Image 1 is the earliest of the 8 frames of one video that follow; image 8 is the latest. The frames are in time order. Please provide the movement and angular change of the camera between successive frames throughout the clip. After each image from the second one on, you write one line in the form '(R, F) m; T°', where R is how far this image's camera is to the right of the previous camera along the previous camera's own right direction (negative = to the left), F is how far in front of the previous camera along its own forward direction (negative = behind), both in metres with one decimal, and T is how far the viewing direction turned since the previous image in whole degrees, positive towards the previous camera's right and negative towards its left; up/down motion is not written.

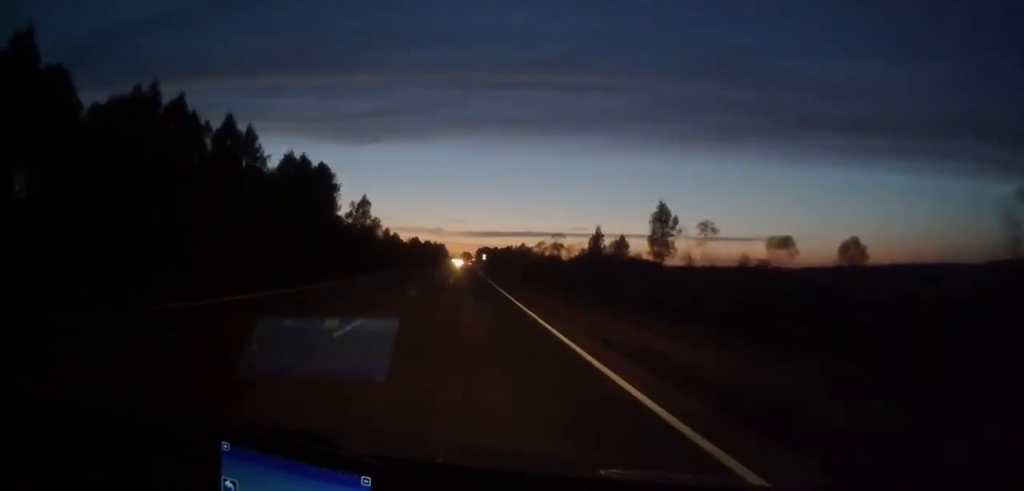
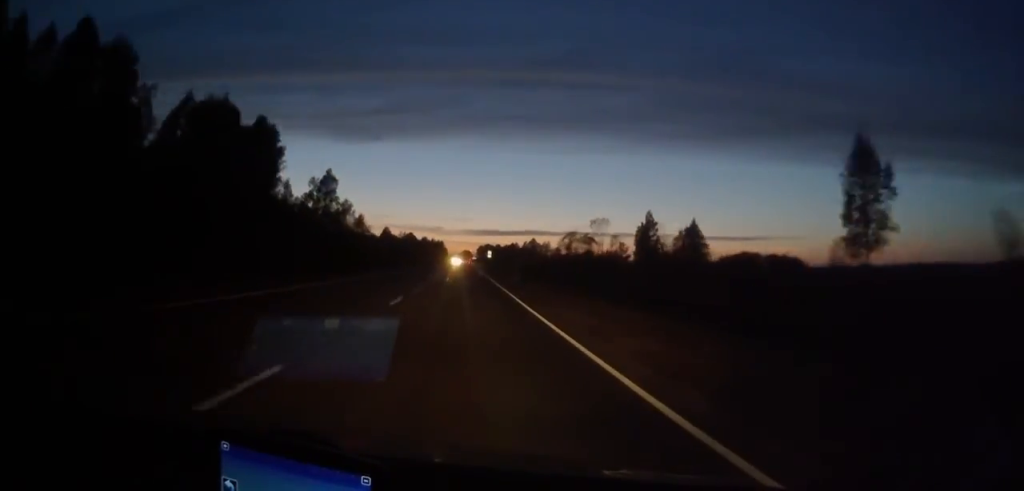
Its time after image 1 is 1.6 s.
(-0.2, +41.2) m; 0°
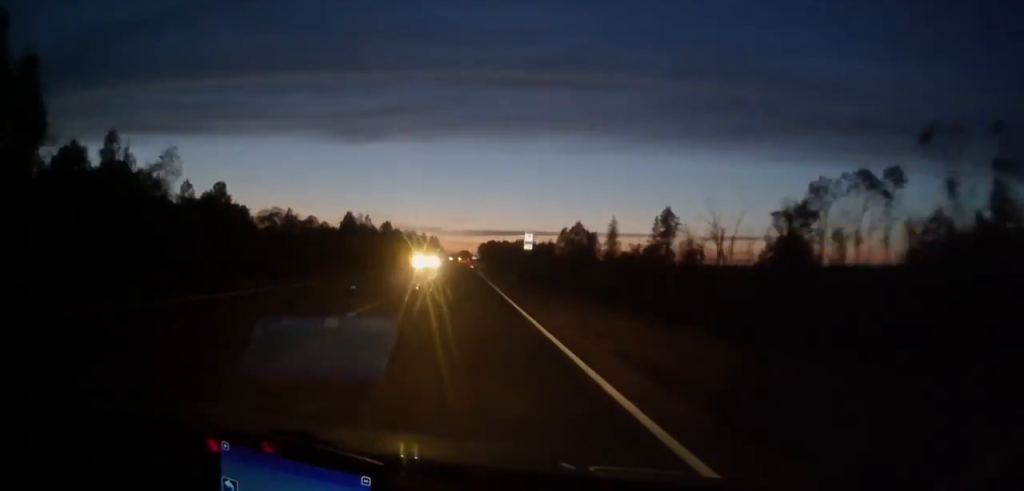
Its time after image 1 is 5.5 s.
(-0.4, +98.6) m; 0°
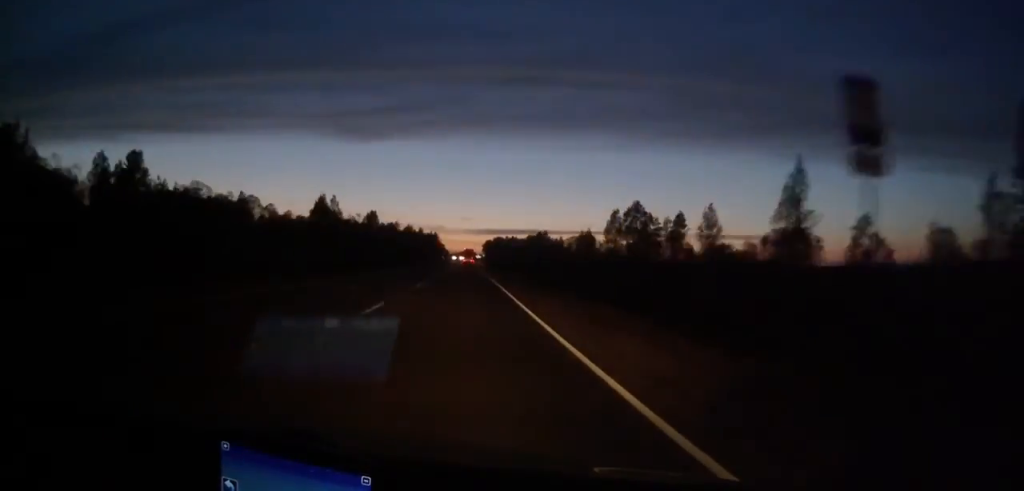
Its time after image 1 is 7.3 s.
(-0.1, +47.3) m; 0°
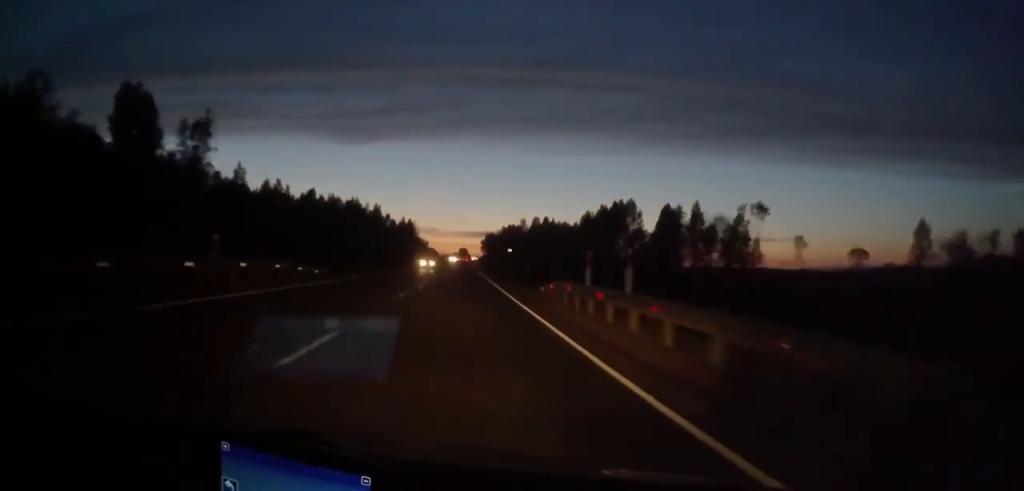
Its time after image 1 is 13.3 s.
(+0.9, +150.2) m; 0°
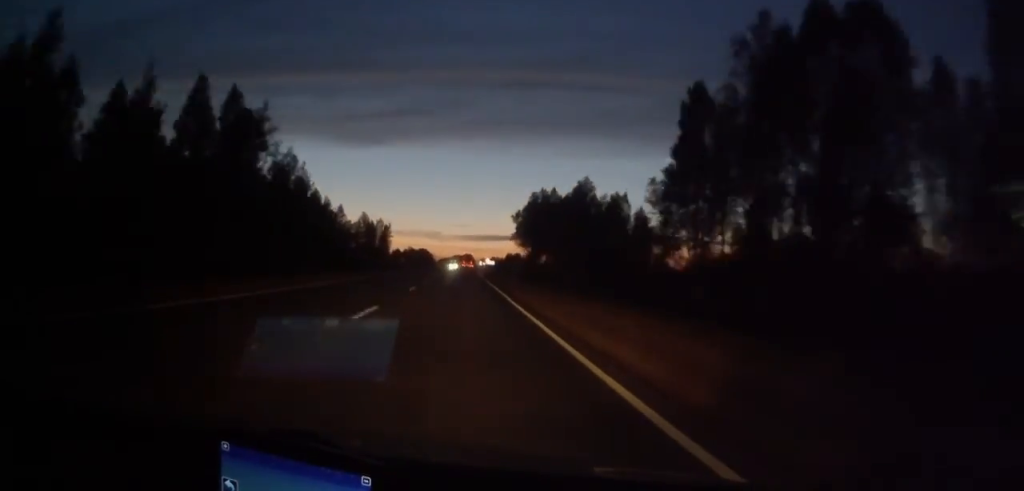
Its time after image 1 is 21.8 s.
(-0.2, +209.2) m; 0°
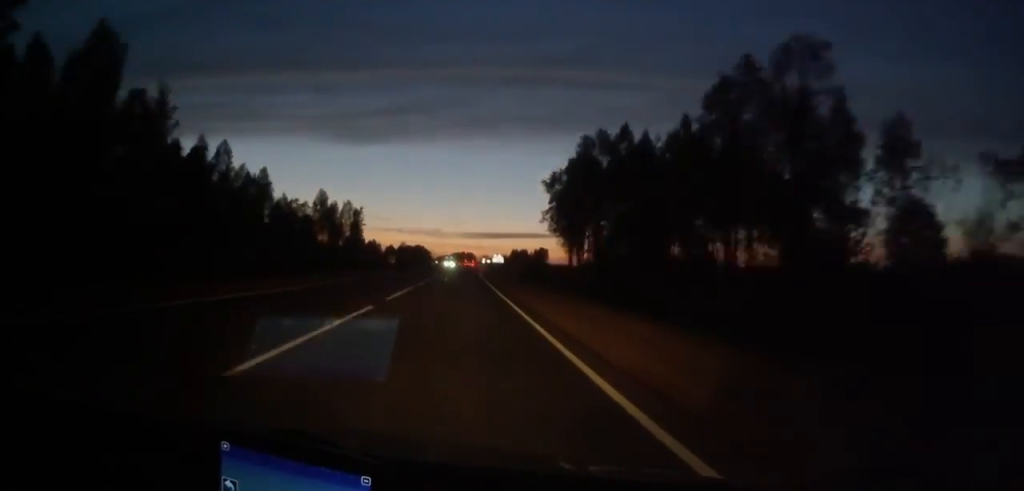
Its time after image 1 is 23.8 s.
(+0.2, +49.8) m; 0°
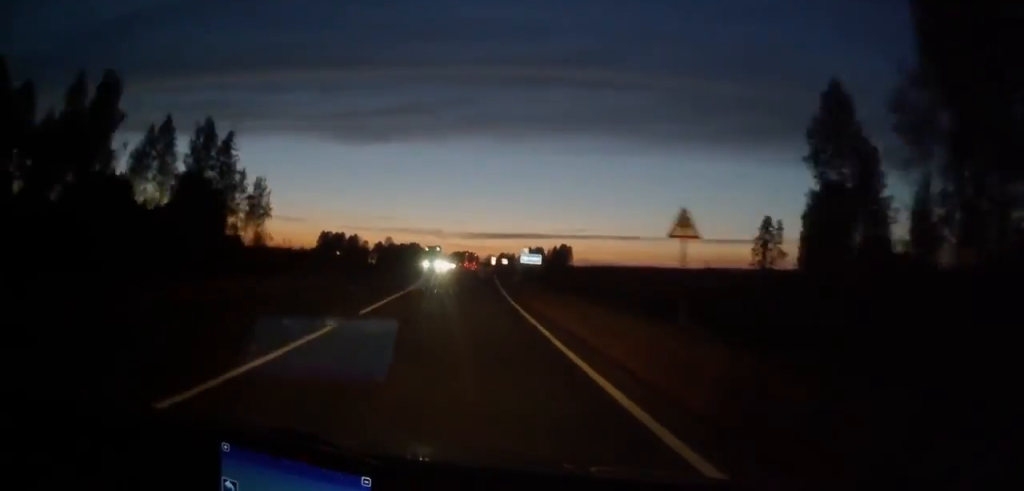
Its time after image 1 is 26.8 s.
(-0.5, +75.9) m; 0°
